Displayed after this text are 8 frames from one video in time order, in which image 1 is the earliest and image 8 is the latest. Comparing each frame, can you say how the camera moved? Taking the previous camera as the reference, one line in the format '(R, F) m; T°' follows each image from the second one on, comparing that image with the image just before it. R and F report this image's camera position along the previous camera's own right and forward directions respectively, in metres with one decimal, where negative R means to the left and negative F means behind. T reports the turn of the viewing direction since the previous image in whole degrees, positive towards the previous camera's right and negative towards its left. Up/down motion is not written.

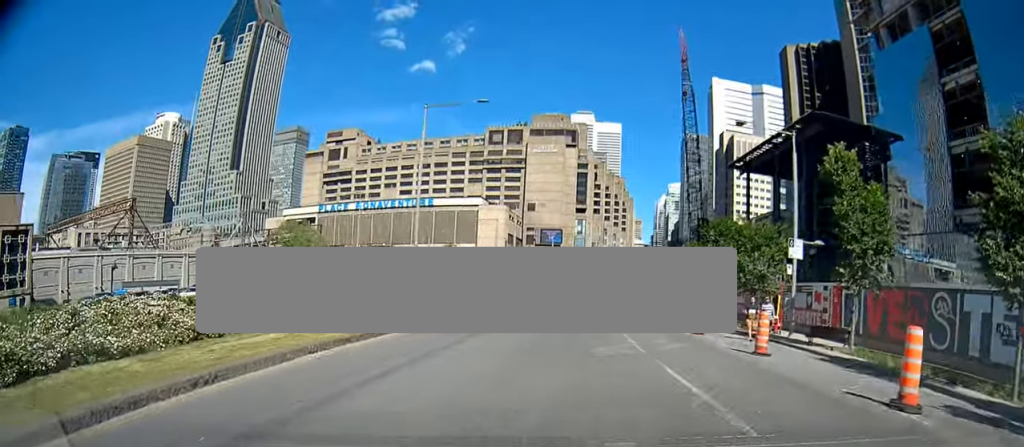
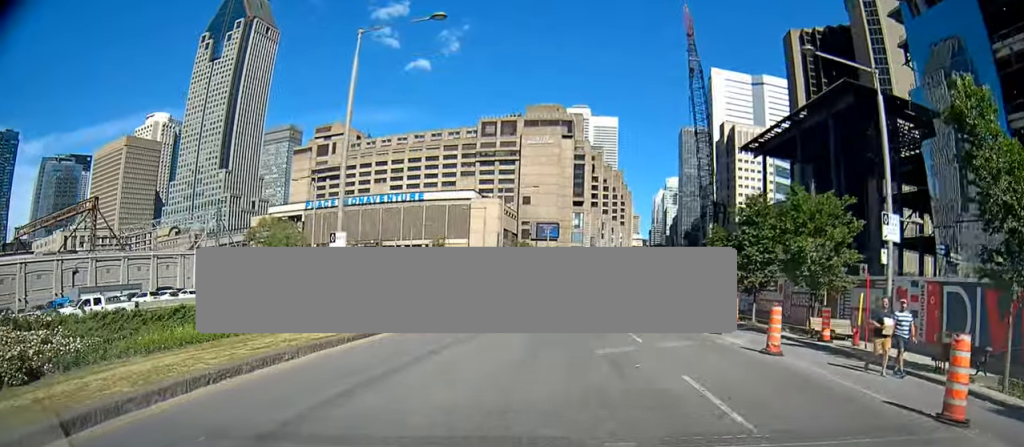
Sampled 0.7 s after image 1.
(0.0, +8.8) m; 0°
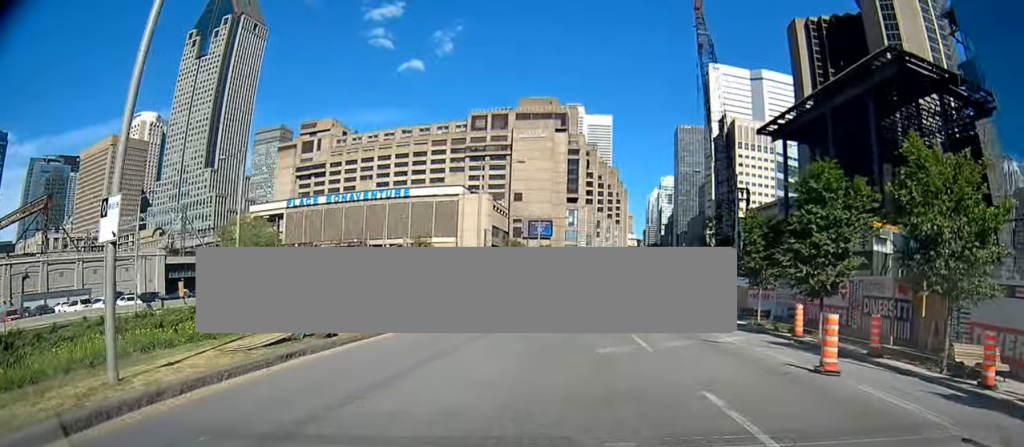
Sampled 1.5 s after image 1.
(+0.1, +9.7) m; 0°
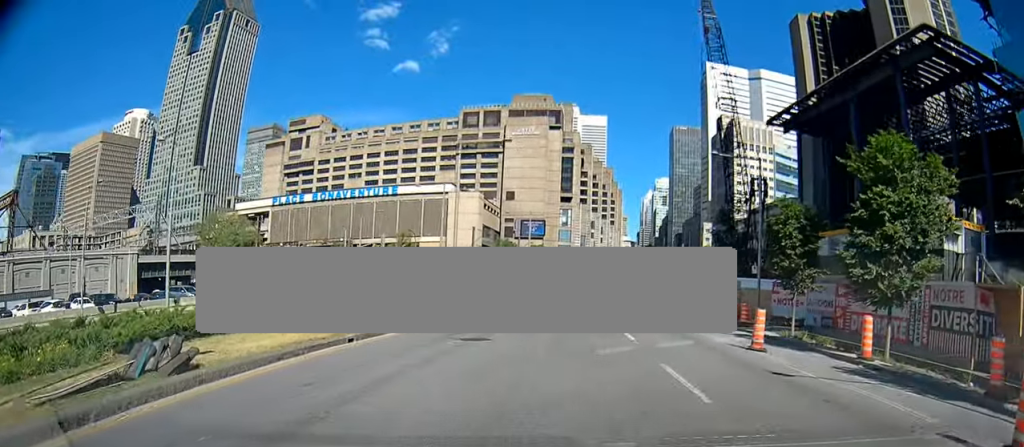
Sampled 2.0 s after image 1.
(0.0, +5.9) m; 0°
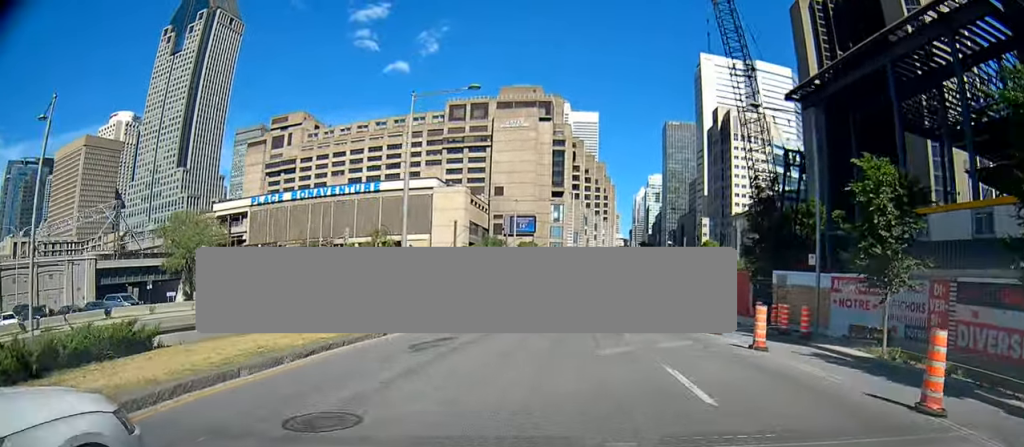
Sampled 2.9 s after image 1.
(-0.1, +9.0) m; 0°
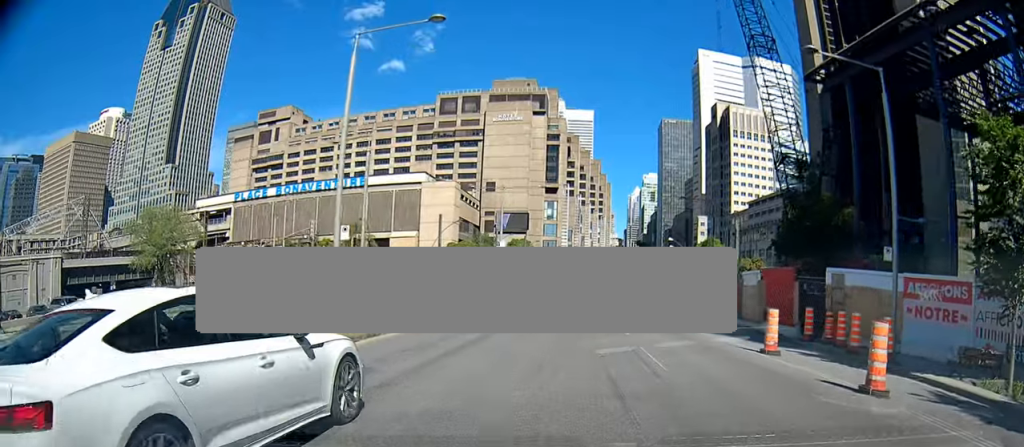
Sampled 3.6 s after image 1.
(-0.1, +6.9) m; +2°
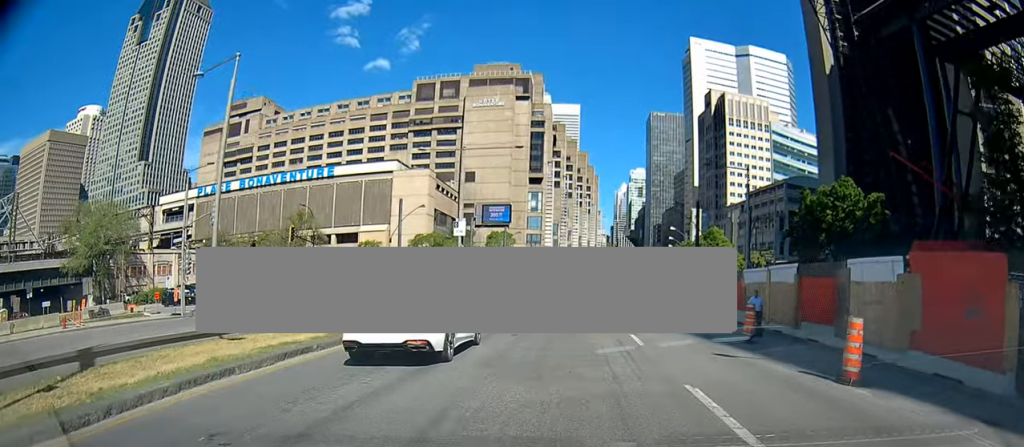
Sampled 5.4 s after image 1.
(+0.6, +13.0) m; +1°
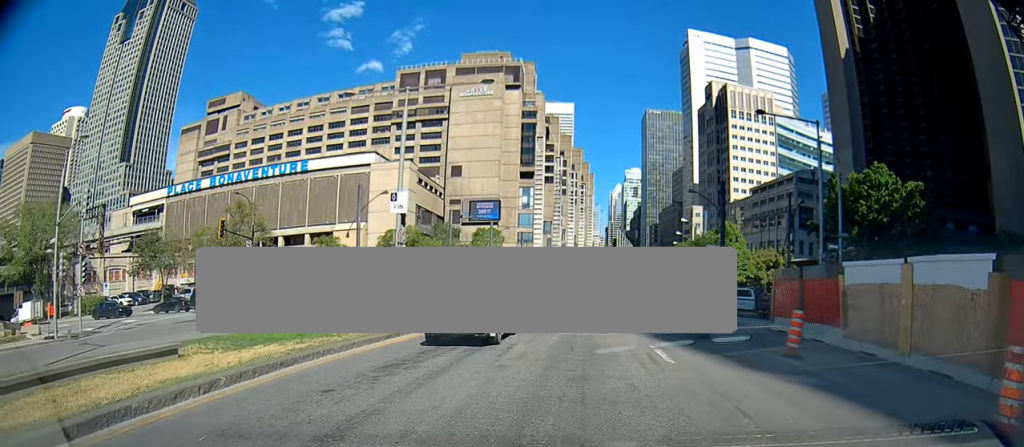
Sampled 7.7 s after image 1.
(+0.4, +11.2) m; +3°
